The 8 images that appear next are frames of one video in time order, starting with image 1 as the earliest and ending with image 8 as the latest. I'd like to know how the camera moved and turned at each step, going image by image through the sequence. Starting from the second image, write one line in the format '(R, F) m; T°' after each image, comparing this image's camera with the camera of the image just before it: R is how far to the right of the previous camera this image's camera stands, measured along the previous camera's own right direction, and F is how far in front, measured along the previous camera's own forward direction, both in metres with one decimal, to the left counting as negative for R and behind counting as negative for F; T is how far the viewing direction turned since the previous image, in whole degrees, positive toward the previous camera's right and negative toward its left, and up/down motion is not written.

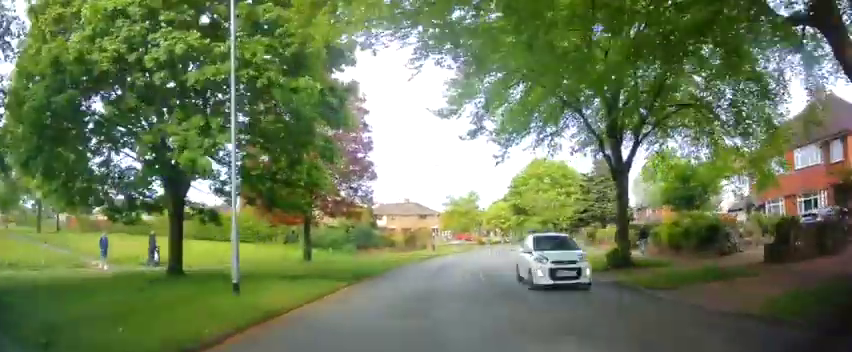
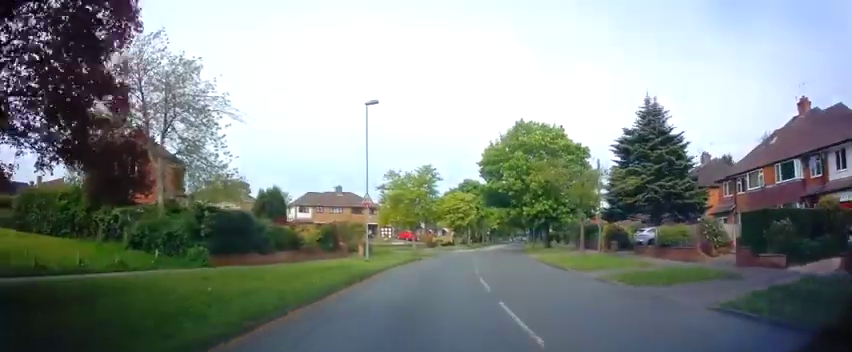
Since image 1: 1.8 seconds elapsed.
(+0.3, +19.9) m; +5°
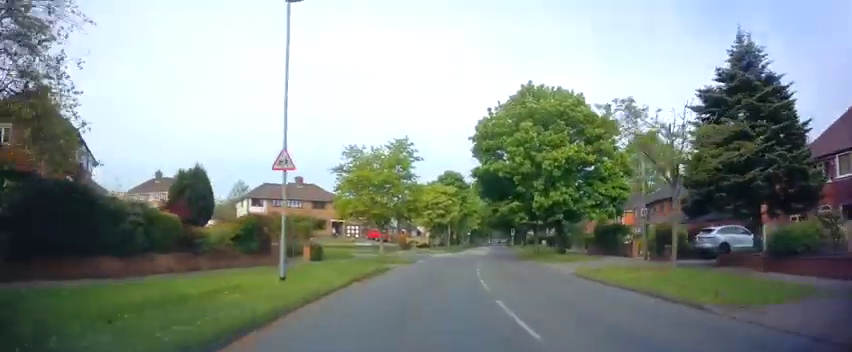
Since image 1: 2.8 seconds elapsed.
(+0.6, +10.8) m; +5°
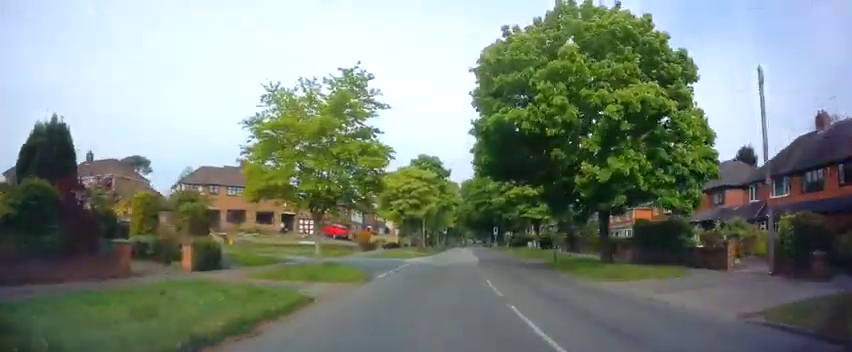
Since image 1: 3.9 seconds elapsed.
(+0.4, +12.0) m; +3°
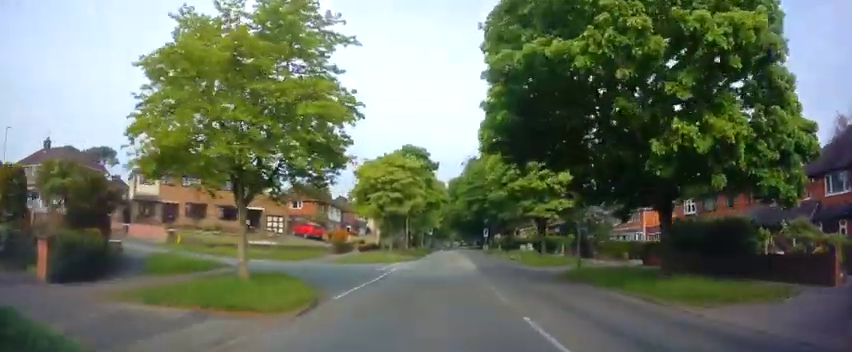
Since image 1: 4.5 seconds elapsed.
(-0.1, +6.7) m; +1°
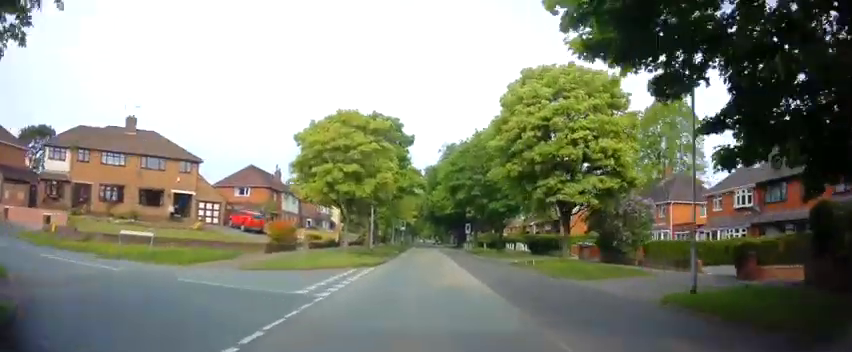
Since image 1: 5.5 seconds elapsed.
(+0.4, +11.1) m; +5°
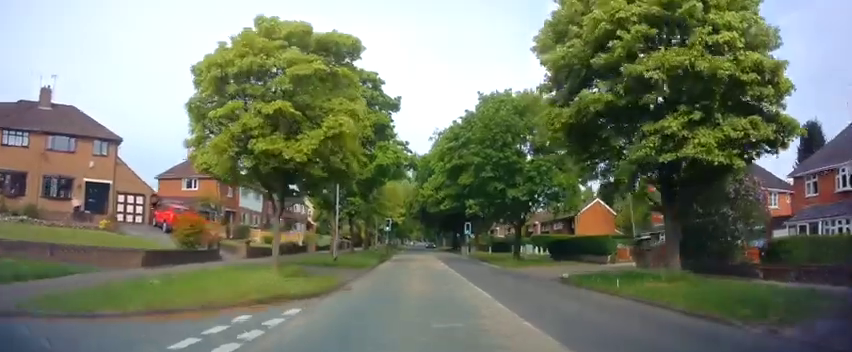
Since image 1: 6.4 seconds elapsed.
(+0.6, +11.3) m; +3°
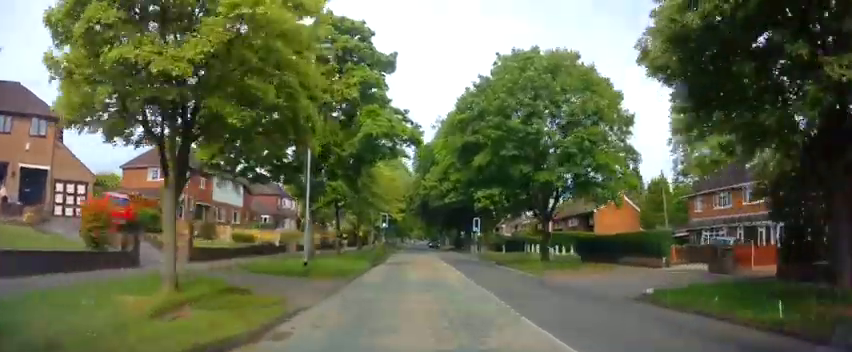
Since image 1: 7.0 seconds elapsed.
(0.0, +6.6) m; -1°
